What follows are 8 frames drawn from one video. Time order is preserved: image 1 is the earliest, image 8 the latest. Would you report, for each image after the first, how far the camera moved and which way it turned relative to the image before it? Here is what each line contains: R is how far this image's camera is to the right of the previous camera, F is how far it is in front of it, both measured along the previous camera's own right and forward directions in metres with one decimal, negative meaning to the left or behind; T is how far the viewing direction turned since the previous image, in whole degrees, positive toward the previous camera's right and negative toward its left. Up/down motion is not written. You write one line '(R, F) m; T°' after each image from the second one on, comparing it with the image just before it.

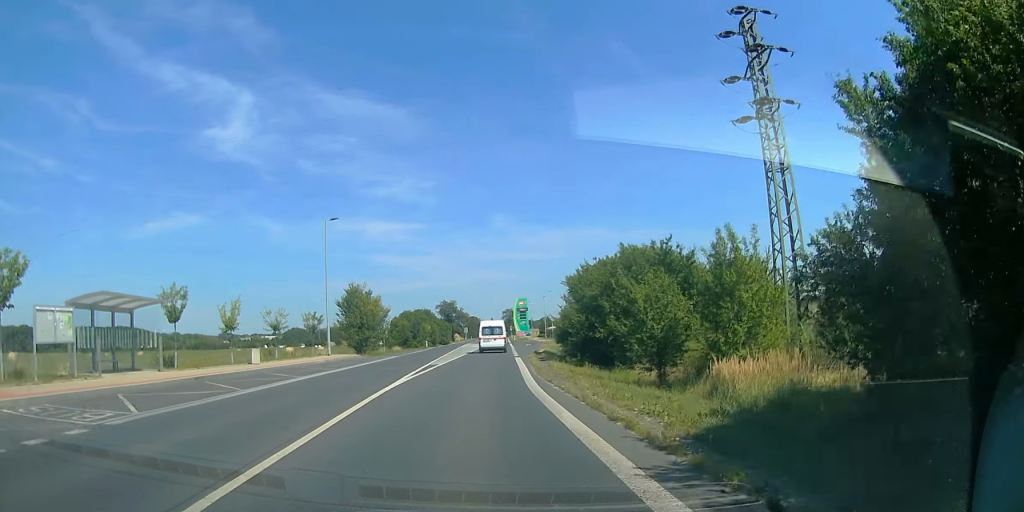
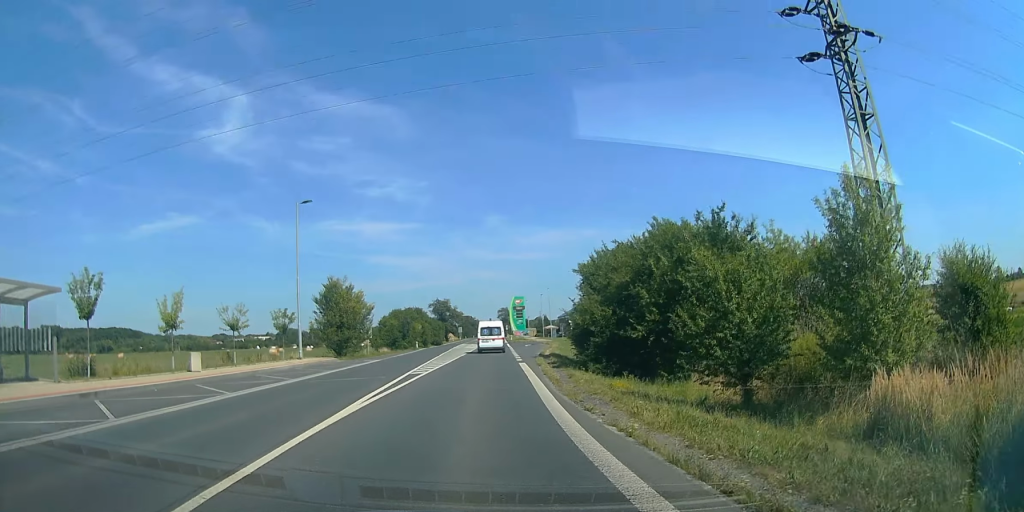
(0.0, +6.3) m; 0°
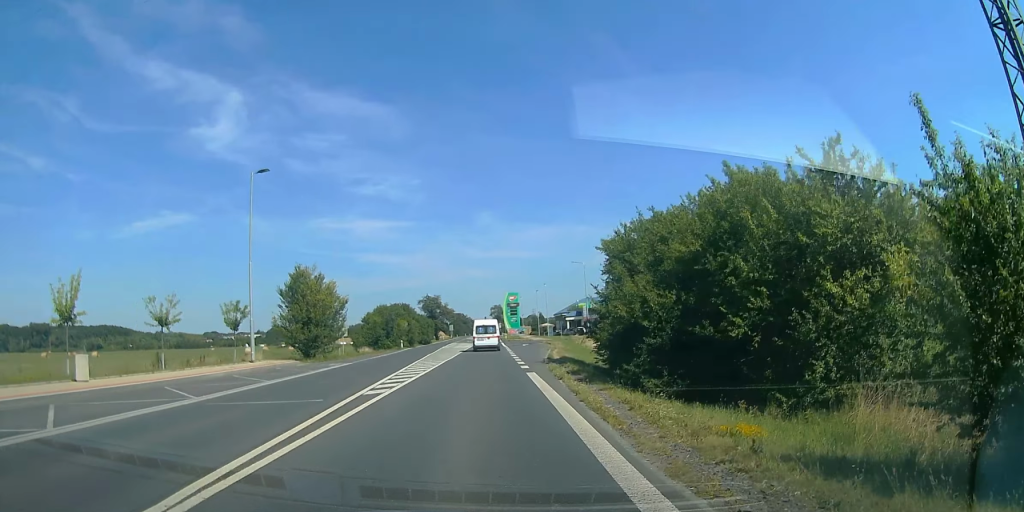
(0.0, +7.4) m; 0°
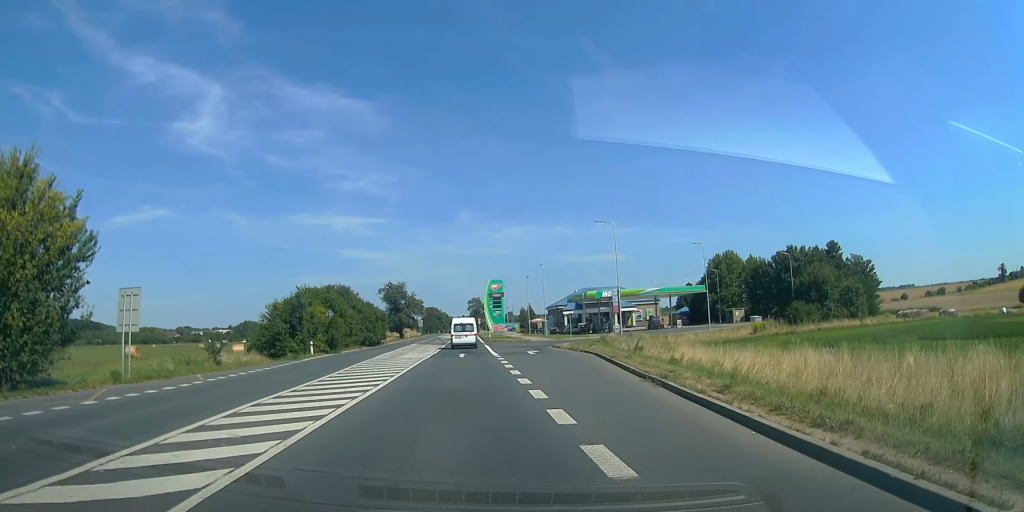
(0.0, +28.1) m; 0°
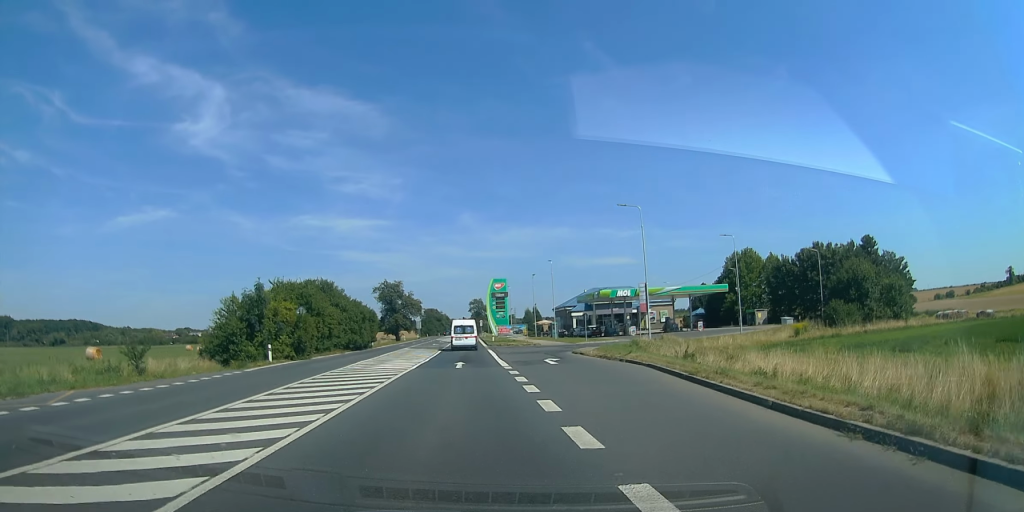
(0.0, +7.8) m; 0°
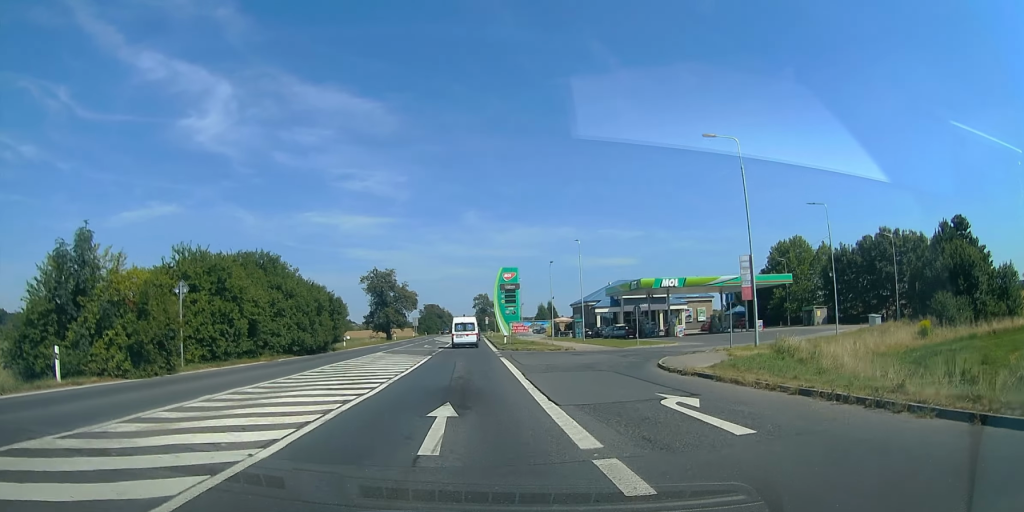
(0.0, +16.4) m; -5°
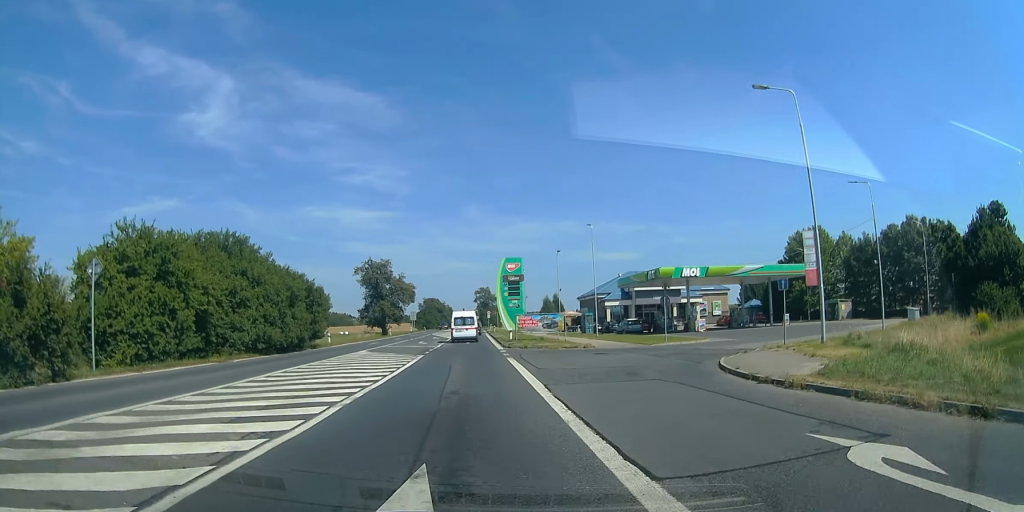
(-0.1, +5.7) m; -1°
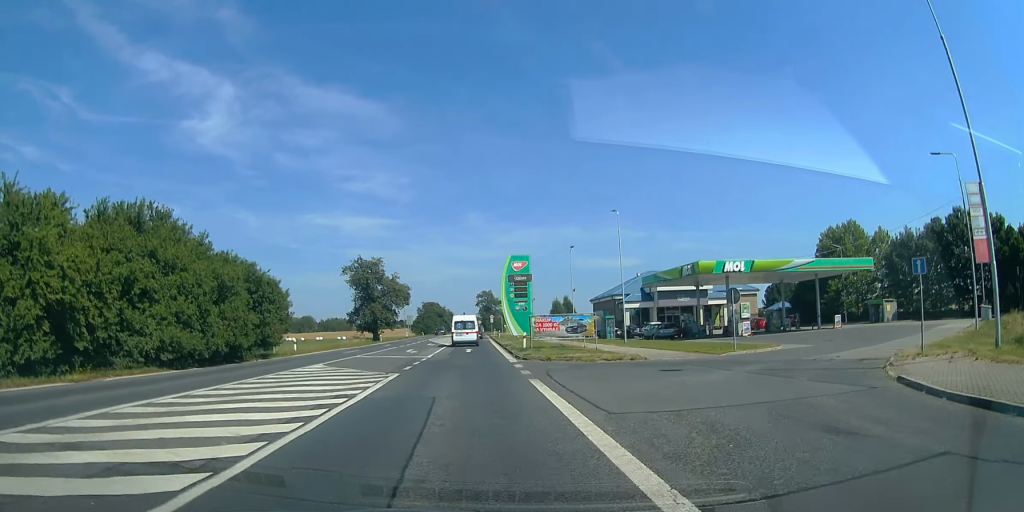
(-0.9, +9.1) m; 0°
